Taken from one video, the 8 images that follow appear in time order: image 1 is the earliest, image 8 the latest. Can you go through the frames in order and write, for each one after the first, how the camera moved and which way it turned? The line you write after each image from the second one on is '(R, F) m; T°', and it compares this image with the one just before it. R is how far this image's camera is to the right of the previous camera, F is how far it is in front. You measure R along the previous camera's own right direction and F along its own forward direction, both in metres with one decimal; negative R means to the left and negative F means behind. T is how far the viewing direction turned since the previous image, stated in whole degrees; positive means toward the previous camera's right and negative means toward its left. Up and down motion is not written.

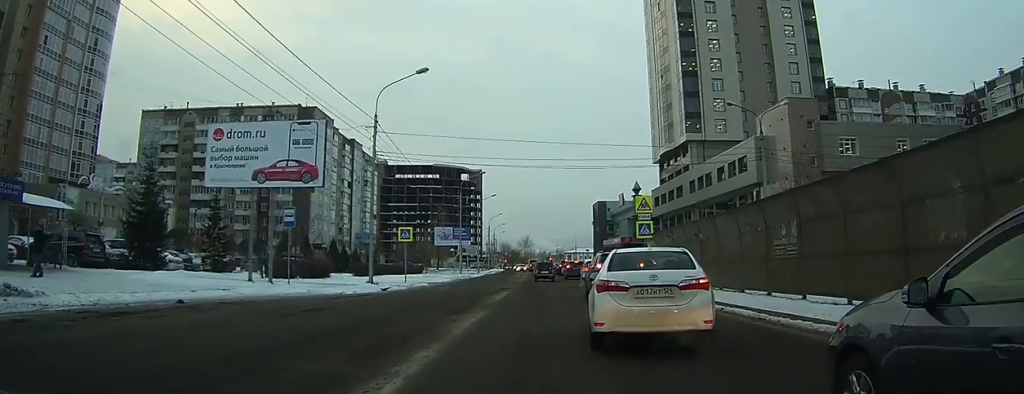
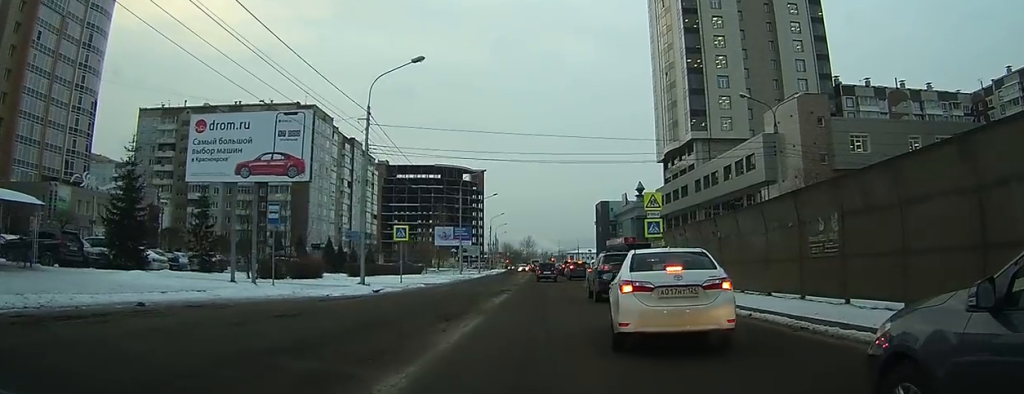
(0.0, +2.0) m; -1°
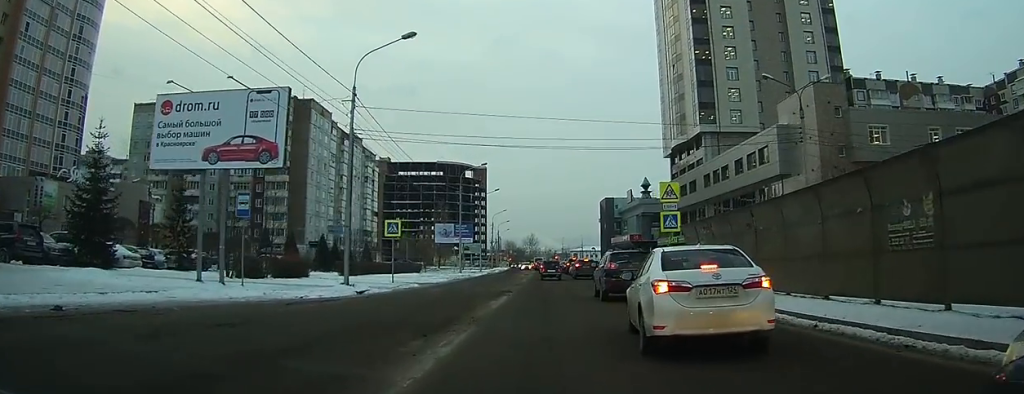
(-0.1, +2.8) m; 0°
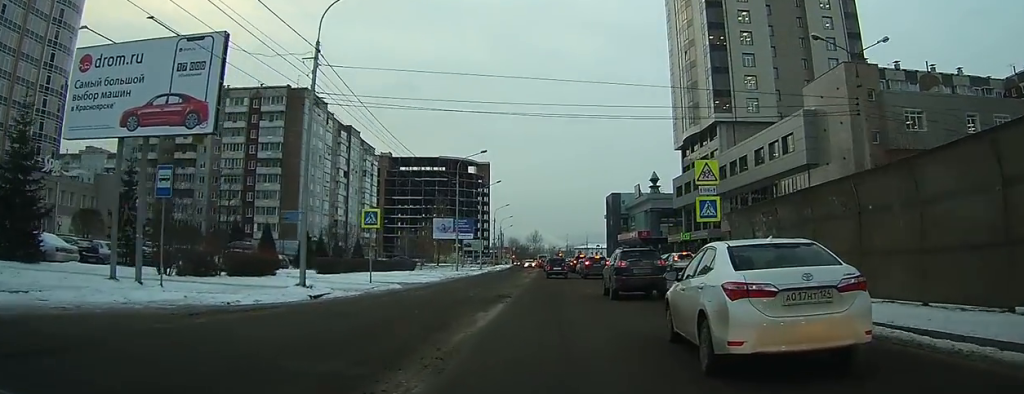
(+0.1, +5.2) m; +2°
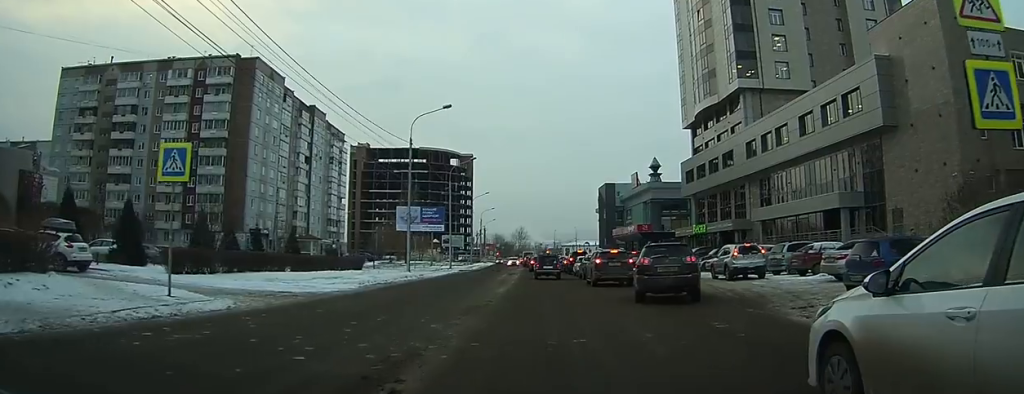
(-0.6, +16.5) m; -2°
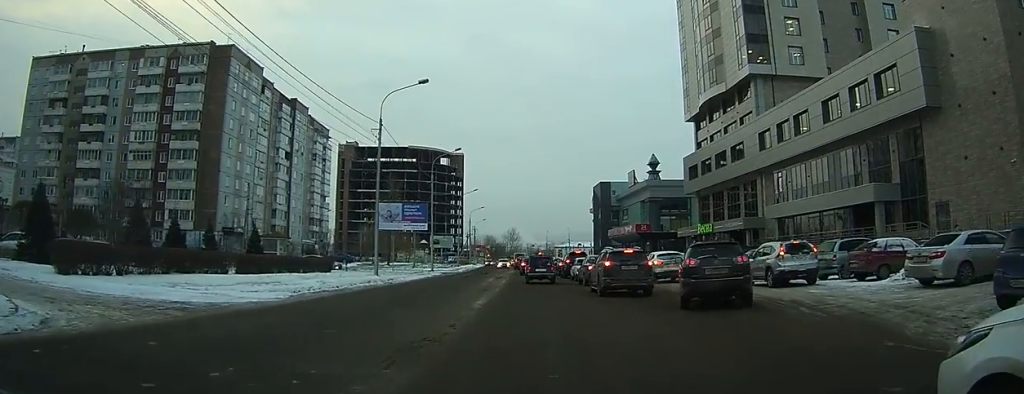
(+0.1, +6.6) m; +2°
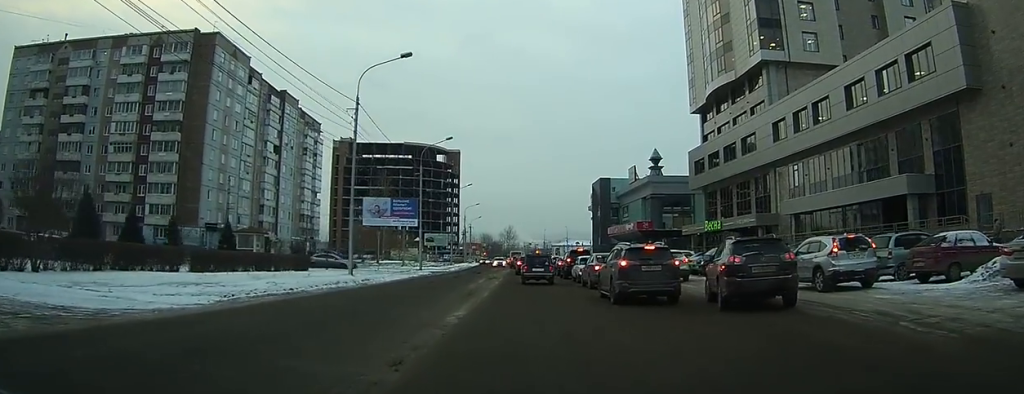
(+0.1, +4.4) m; +1°
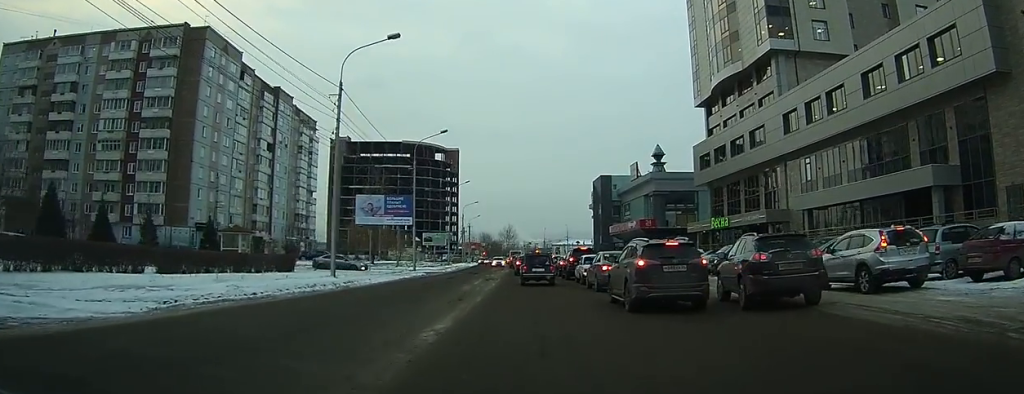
(0.0, +2.8) m; +1°
